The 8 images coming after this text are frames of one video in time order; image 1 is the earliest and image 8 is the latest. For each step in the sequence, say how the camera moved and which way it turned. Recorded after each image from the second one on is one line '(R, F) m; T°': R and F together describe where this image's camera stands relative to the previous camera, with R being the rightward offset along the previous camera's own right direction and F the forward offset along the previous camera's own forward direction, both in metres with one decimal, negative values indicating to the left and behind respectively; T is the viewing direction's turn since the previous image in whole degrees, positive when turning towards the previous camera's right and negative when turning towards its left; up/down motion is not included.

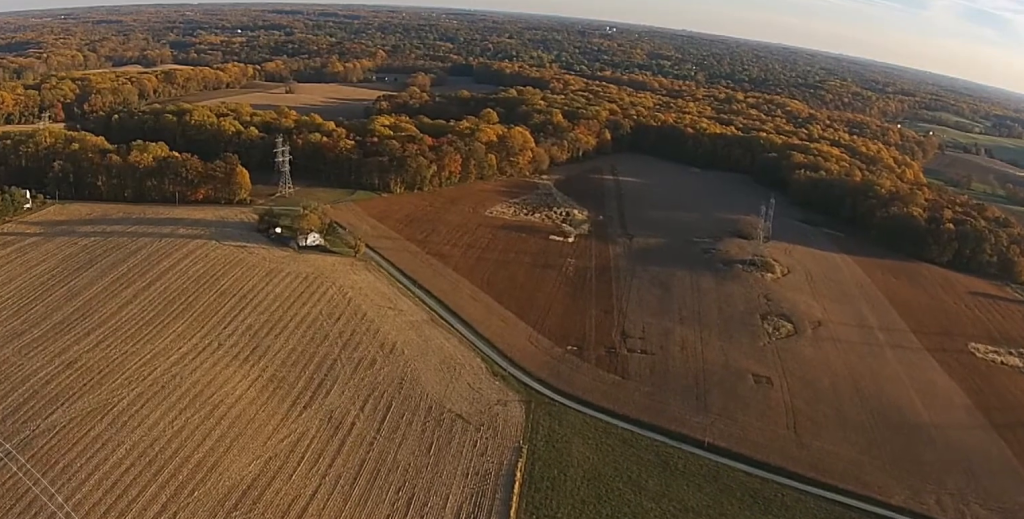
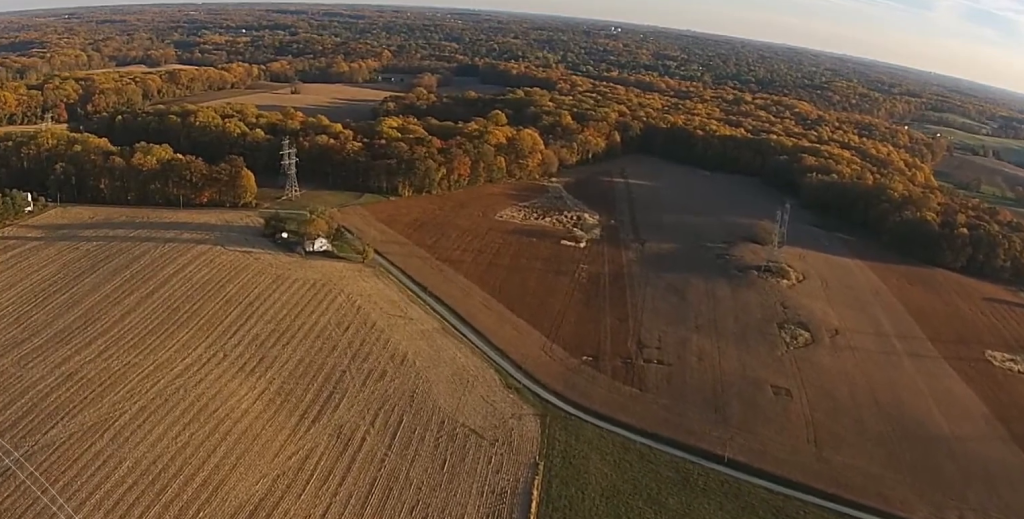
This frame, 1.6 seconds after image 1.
(-0.6, +11.2) m; -2°
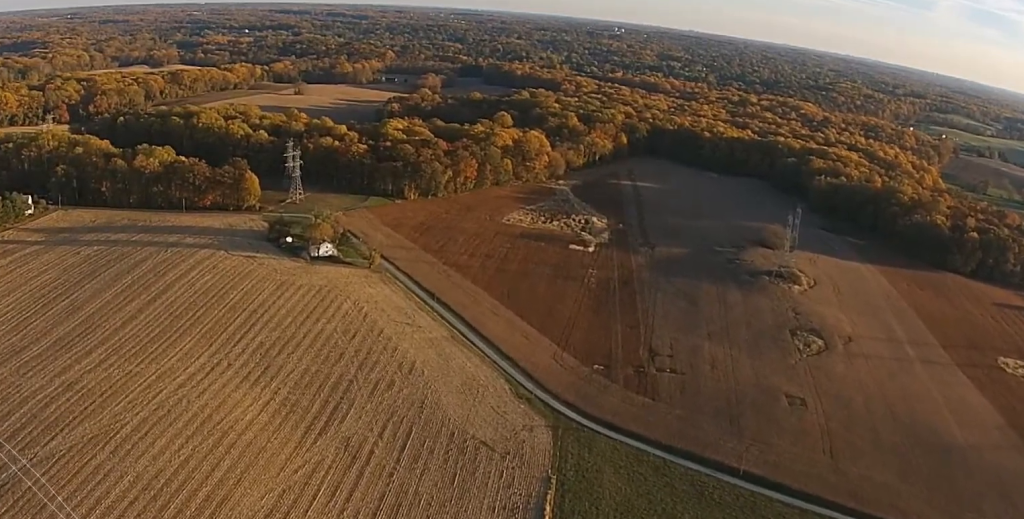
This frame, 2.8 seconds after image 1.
(+0.1, +8.3) m; +1°
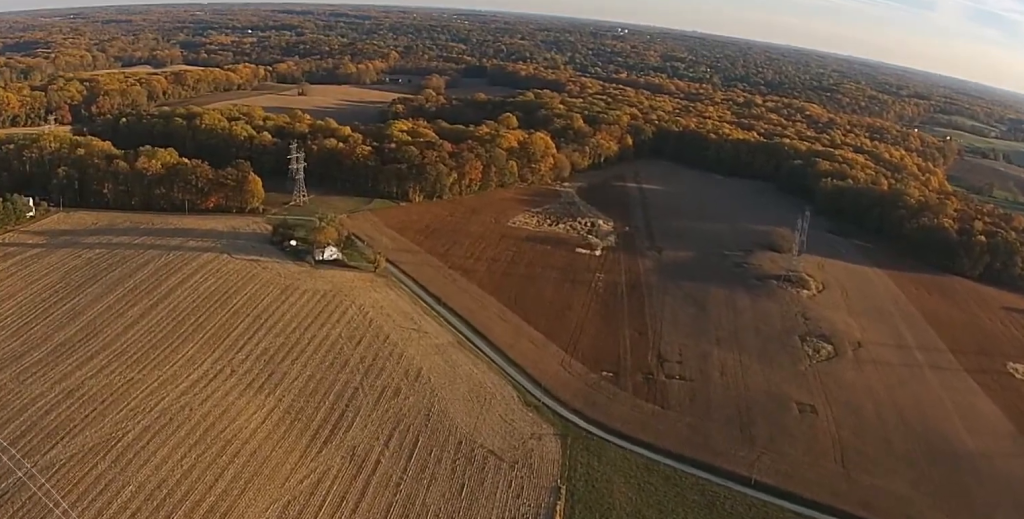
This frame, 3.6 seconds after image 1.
(0.0, +5.5) m; 0°
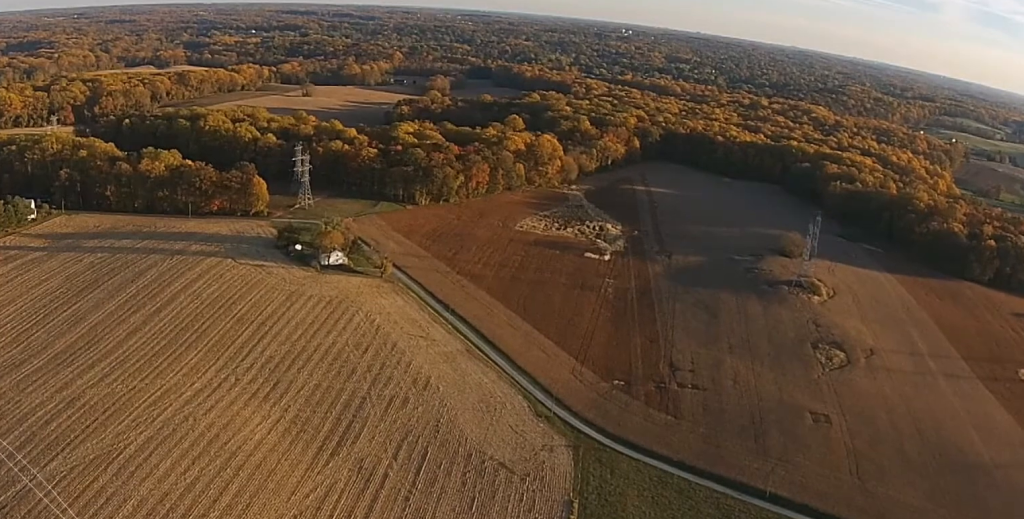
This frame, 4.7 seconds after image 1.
(0.0, +7.3) m; 0°
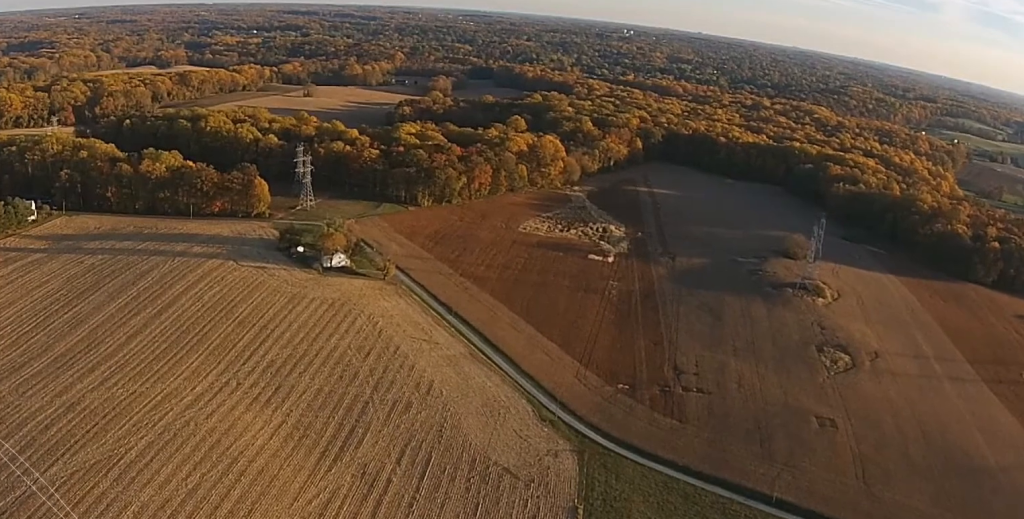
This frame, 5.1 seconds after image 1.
(0.0, +2.9) m; 0°
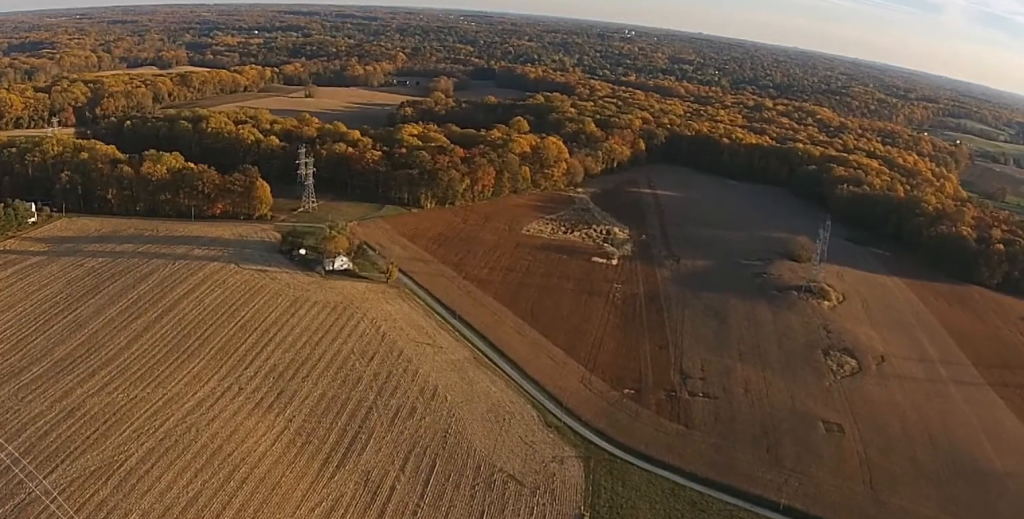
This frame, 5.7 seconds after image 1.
(0.0, +3.9) m; 0°
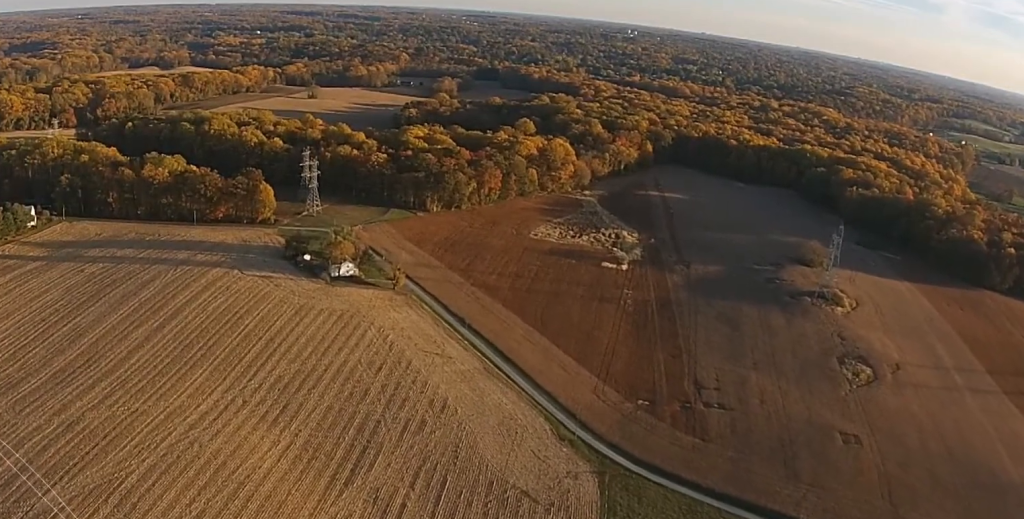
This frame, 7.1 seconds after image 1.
(0.0, +9.5) m; 0°
